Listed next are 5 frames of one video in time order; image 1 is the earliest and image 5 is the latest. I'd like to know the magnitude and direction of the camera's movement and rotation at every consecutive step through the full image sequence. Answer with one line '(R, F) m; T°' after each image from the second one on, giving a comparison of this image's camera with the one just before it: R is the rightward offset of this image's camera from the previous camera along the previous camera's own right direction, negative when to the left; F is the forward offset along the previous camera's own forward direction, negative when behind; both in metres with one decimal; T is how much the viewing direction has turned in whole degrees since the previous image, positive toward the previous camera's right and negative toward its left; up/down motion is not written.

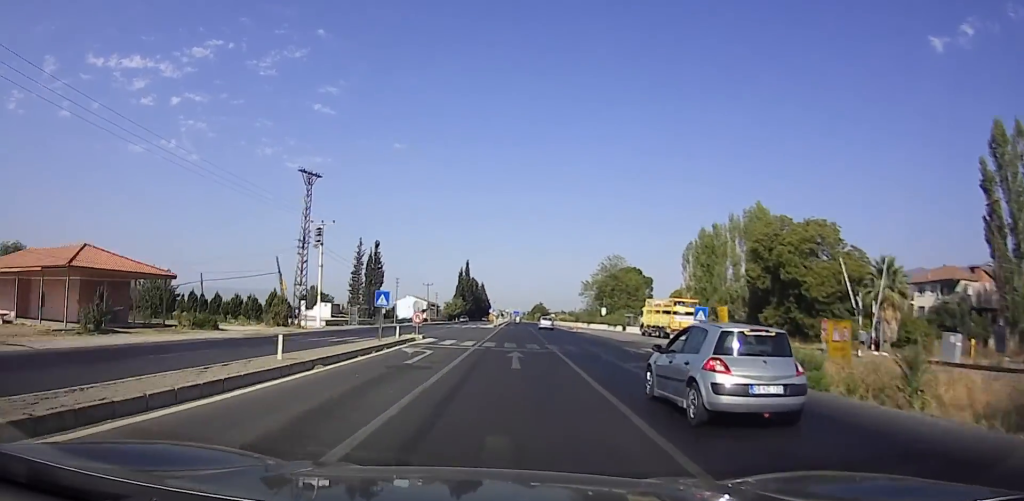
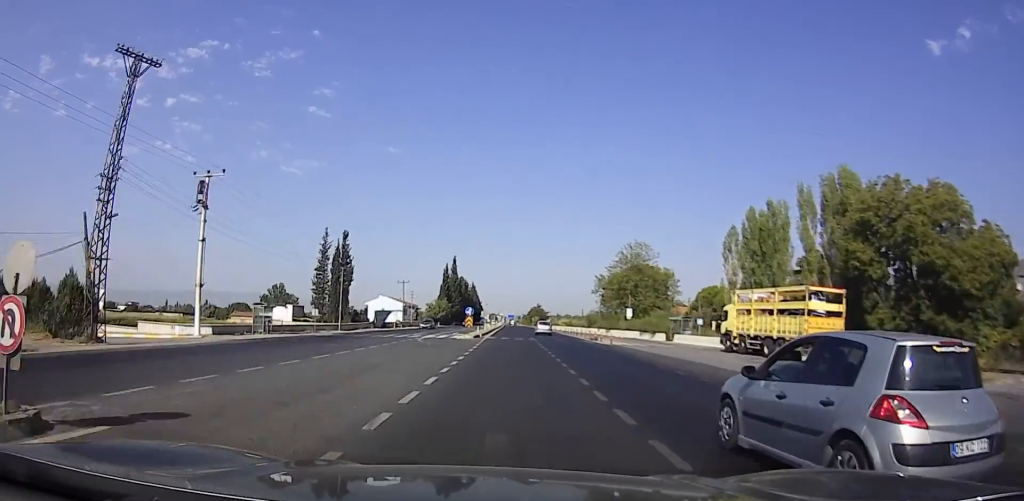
(0.0, +27.1) m; 0°
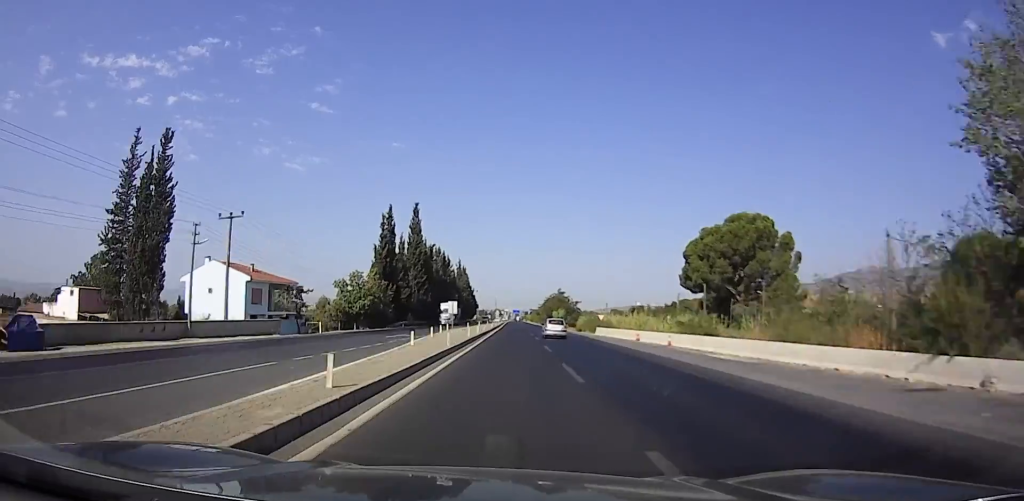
(0.0, +80.1) m; 0°
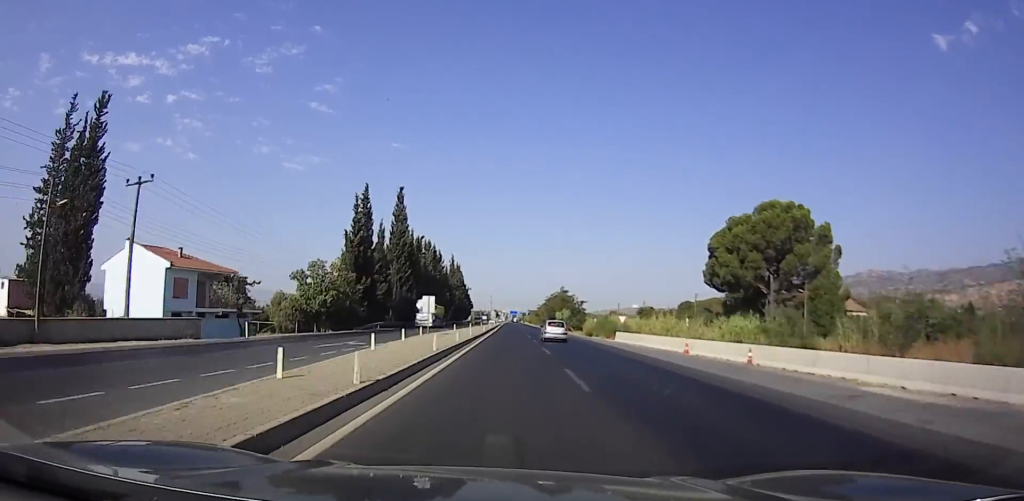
(0.0, +13.4) m; 0°
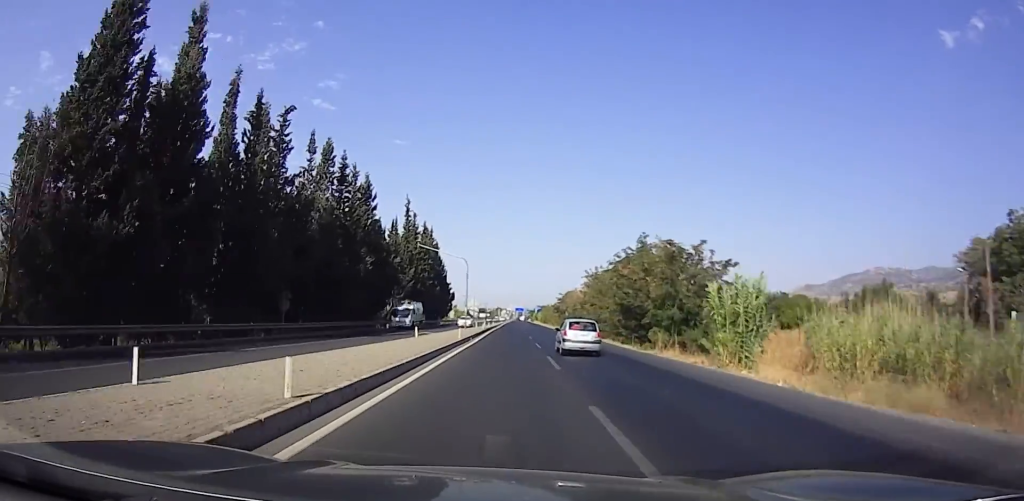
(-2.4, +69.1) m; -1°
